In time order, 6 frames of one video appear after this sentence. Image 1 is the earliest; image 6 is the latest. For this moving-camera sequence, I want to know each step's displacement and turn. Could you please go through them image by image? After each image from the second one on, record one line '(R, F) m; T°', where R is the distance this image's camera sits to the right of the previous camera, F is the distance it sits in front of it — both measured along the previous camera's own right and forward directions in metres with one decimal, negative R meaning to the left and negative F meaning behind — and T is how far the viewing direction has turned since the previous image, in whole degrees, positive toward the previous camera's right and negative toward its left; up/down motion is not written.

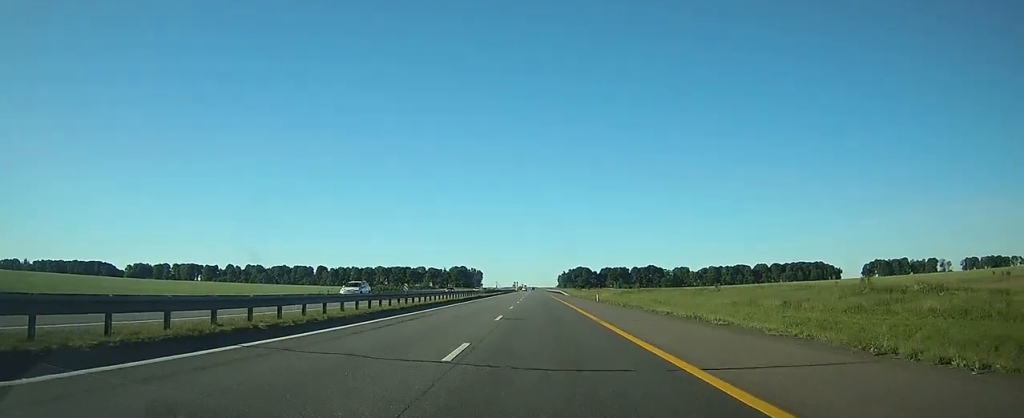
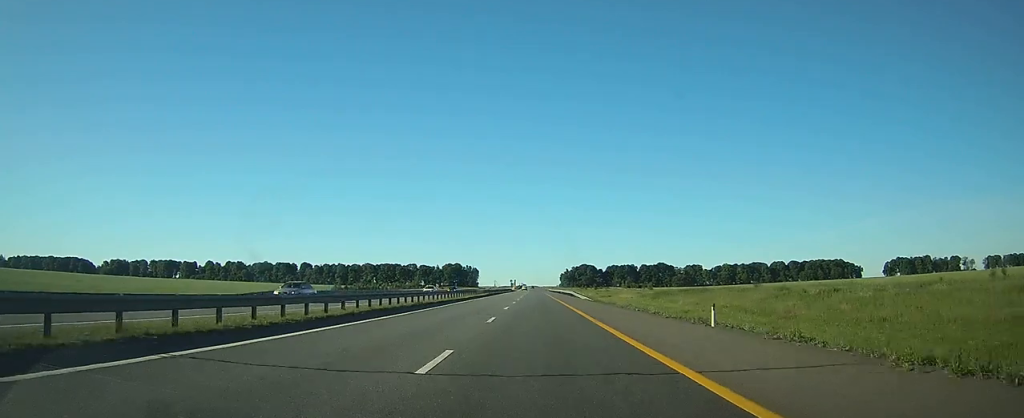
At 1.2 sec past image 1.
(+0.1, +37.3) m; 0°
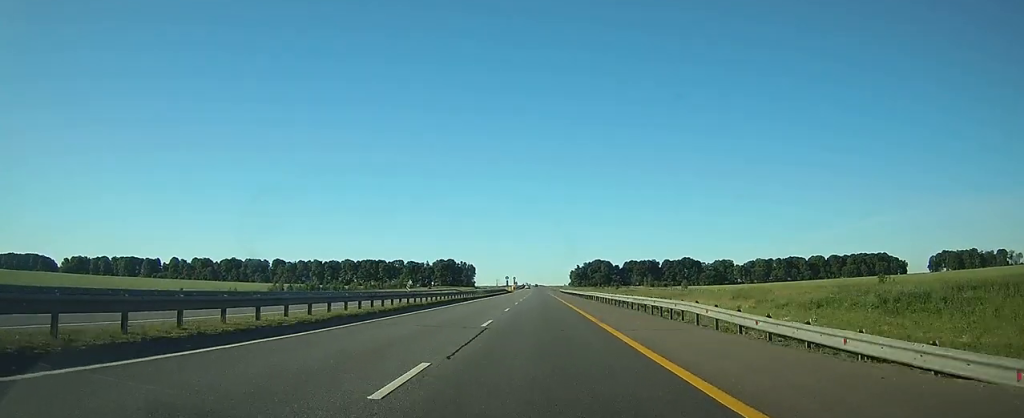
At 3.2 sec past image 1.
(-0.1, +61.4) m; 0°
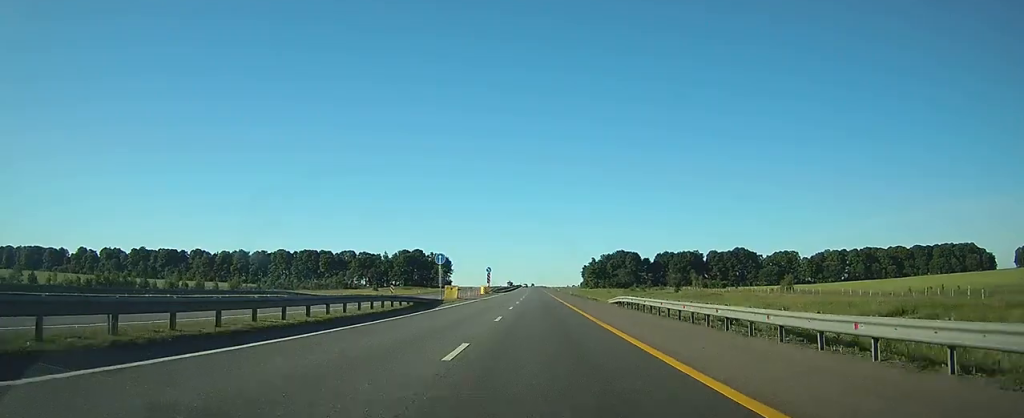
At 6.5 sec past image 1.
(-0.3, +104.0) m; 0°
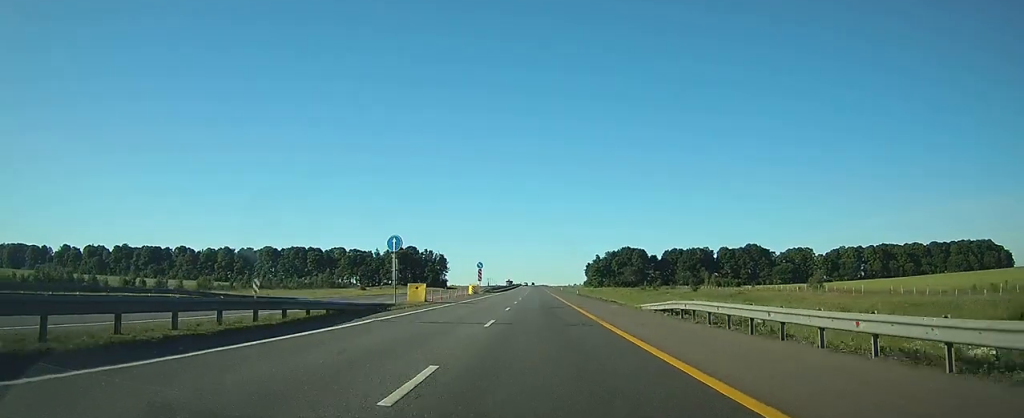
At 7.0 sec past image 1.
(0.0, +15.8) m; 0°
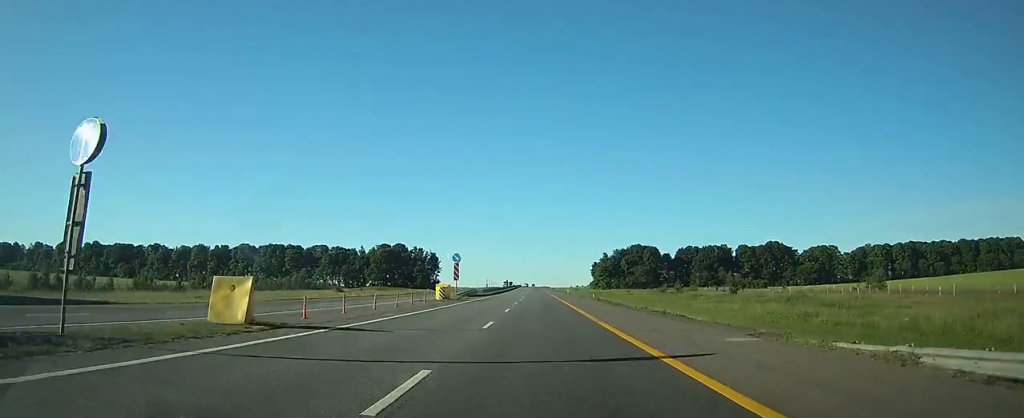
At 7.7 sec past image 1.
(0.0, +24.3) m; 0°
